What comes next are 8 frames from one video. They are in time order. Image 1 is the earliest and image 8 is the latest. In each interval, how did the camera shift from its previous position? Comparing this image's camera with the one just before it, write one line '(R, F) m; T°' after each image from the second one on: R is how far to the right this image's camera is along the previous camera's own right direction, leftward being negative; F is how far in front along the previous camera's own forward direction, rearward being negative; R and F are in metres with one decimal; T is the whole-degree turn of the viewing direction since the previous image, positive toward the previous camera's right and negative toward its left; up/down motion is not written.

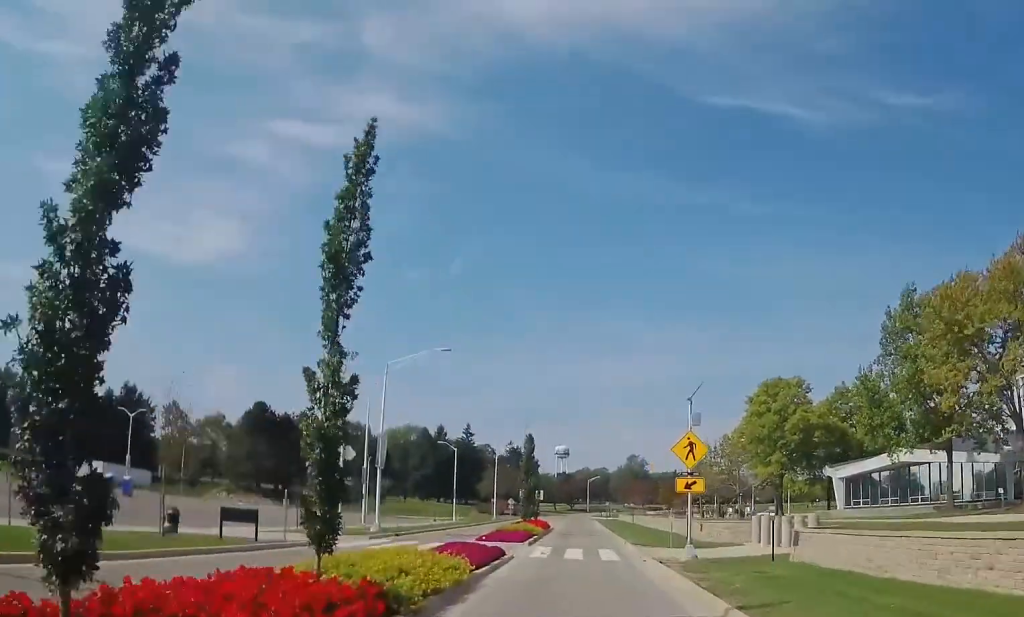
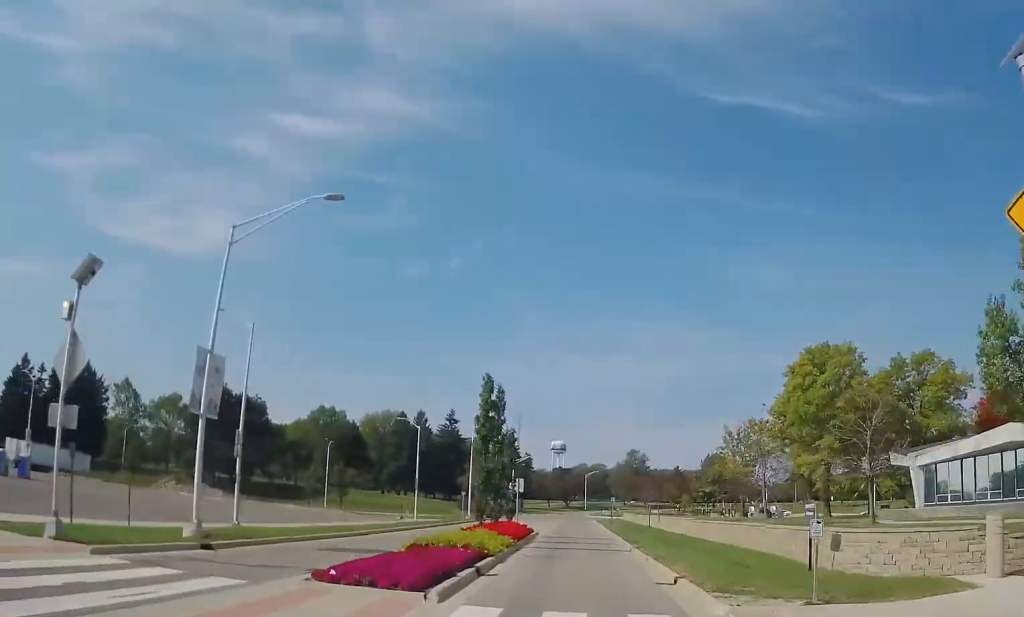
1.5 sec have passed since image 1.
(+0.5, +18.6) m; +2°
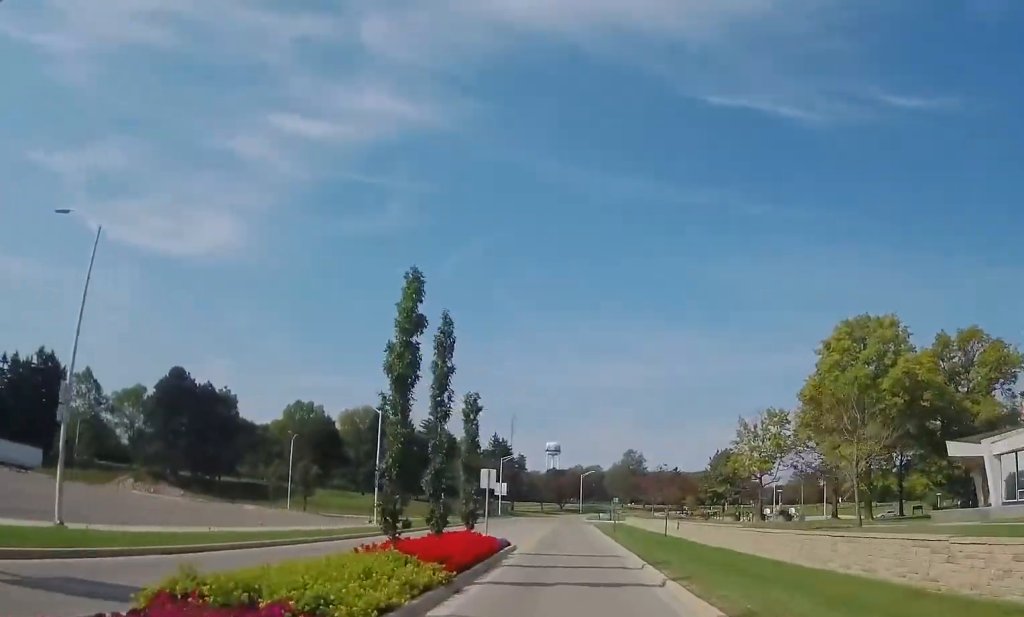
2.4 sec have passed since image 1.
(0.0, +11.8) m; -2°
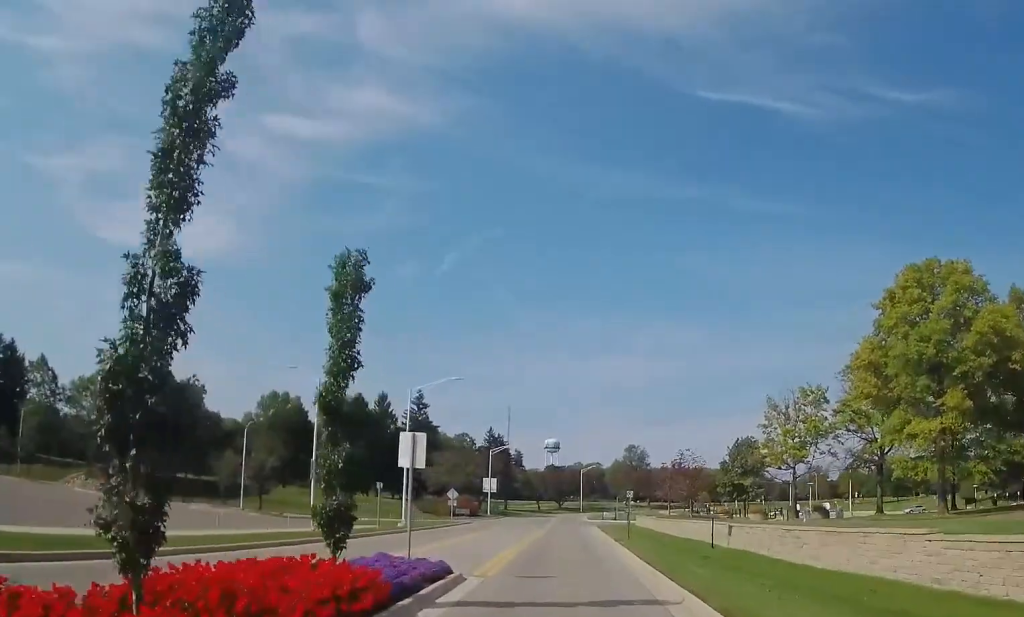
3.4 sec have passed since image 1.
(-0.4, +13.4) m; 0°
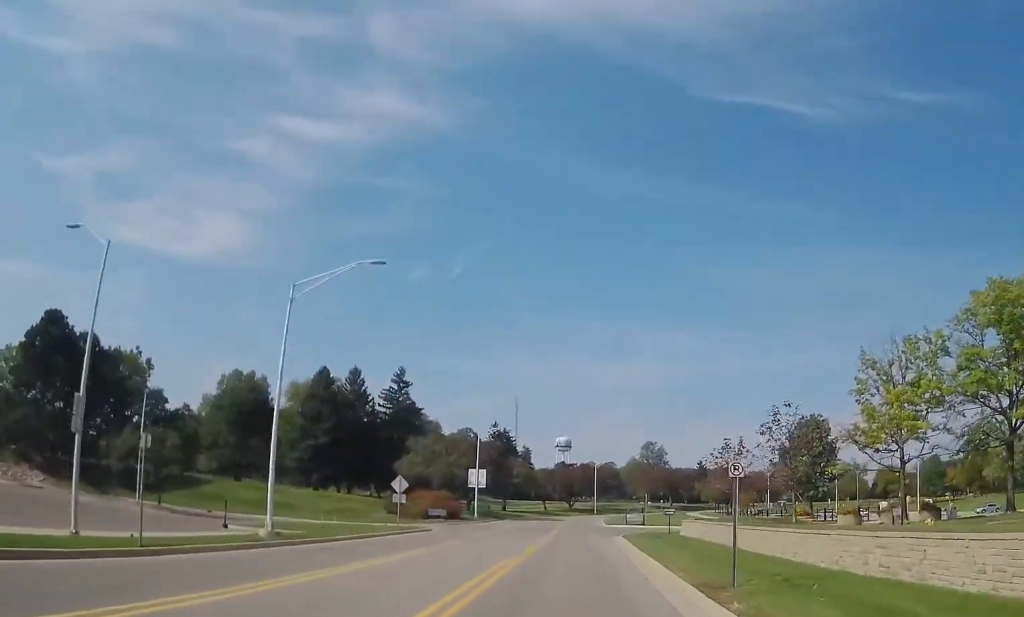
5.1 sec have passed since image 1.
(+0.8, +22.2) m; 0°
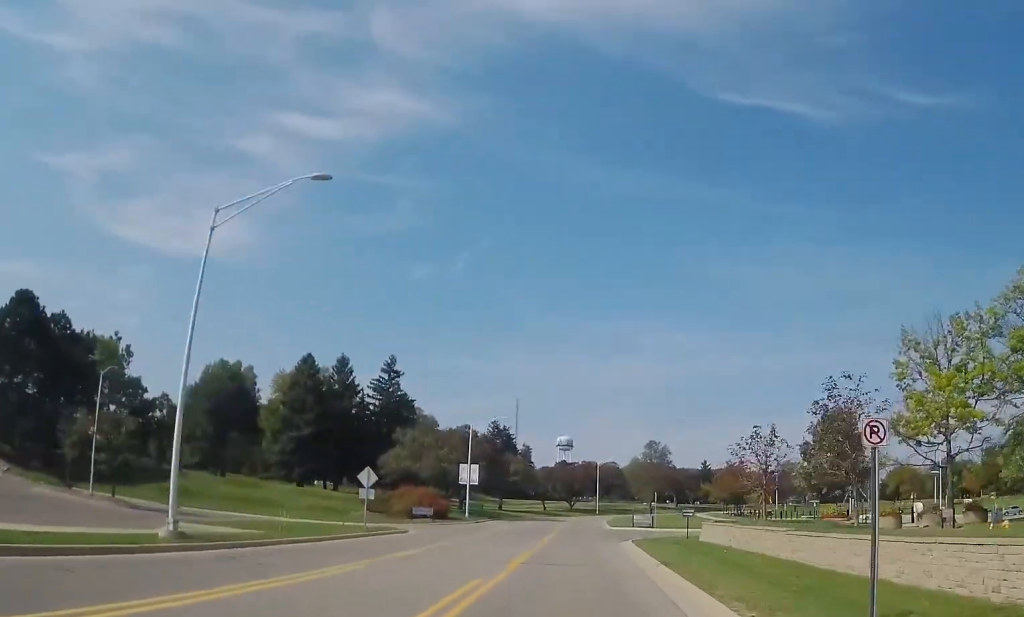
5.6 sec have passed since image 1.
(-0.2, +6.6) m; 0°
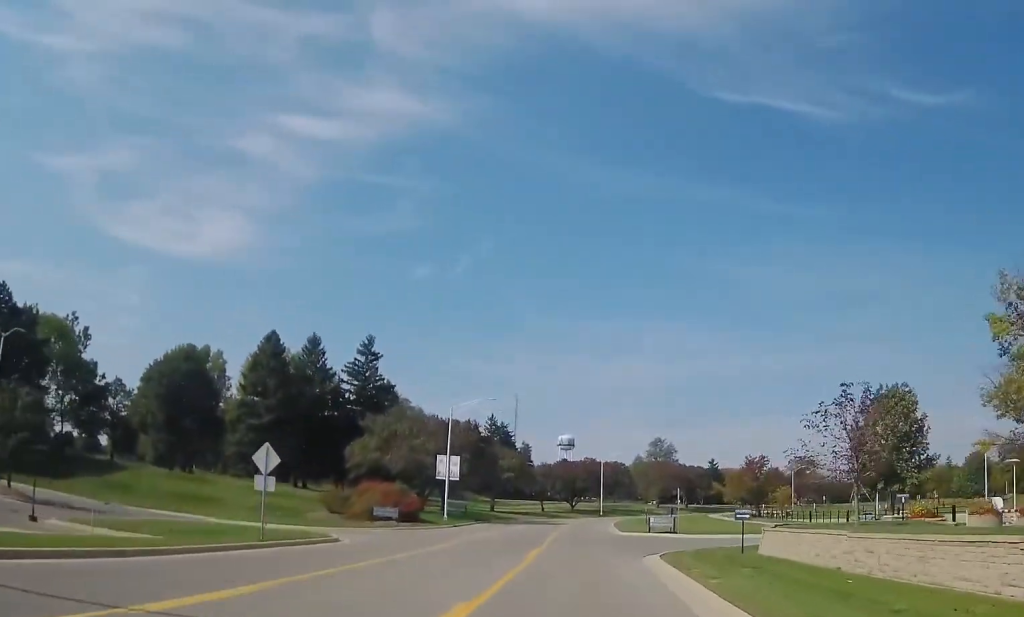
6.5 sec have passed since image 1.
(-0.2, +11.7) m; +1°
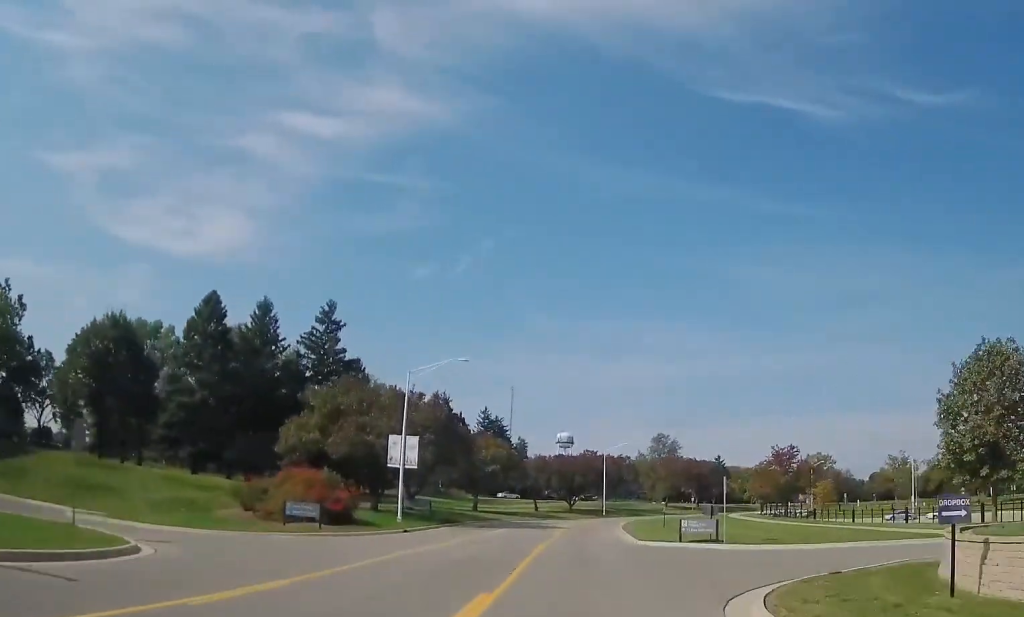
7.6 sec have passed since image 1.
(+0.4, +14.1) m; +1°
